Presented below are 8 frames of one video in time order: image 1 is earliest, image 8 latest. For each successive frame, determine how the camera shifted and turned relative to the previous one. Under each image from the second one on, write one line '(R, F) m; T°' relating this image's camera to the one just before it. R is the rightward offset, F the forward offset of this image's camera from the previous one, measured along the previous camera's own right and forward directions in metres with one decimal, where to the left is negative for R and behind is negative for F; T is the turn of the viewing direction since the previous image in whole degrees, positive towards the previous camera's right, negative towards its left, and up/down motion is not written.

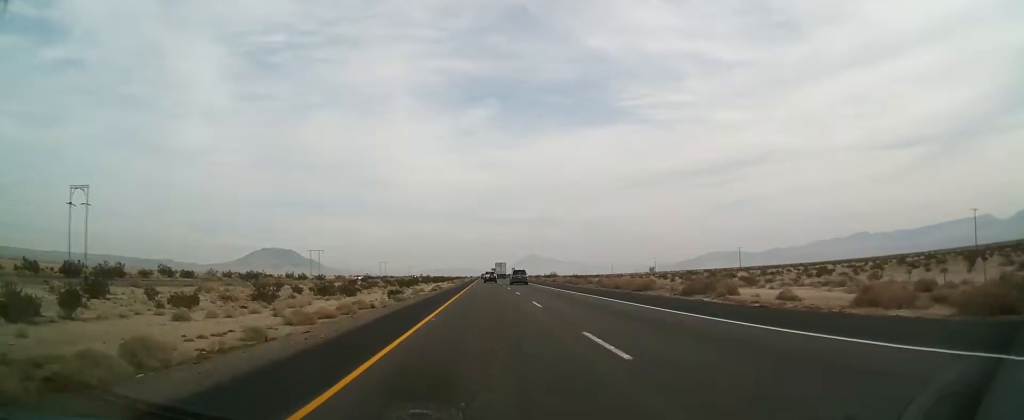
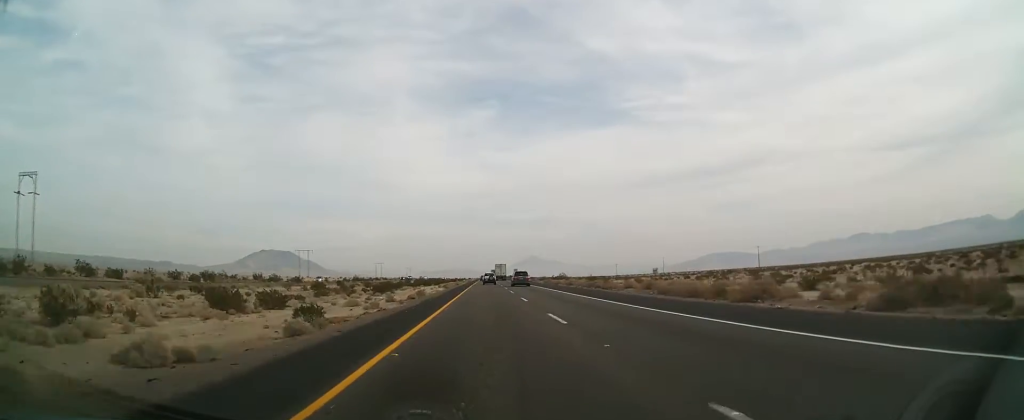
(-0.1, +22.3) m; 0°
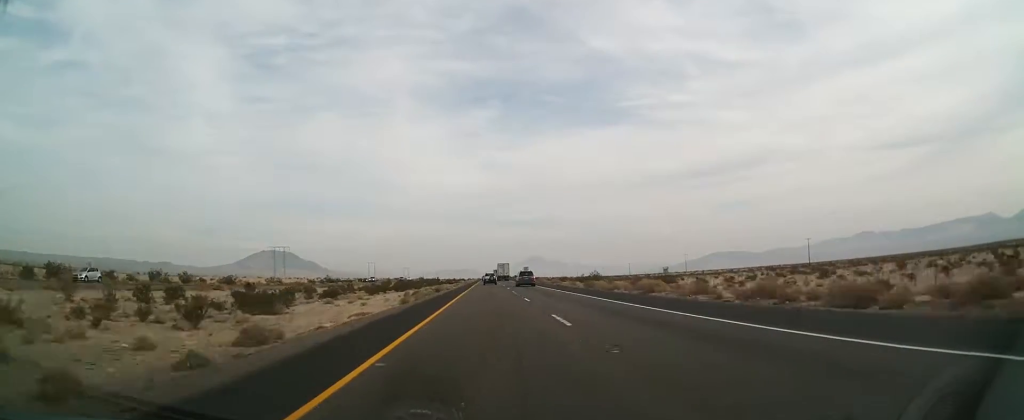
(+0.8, +45.1) m; 0°
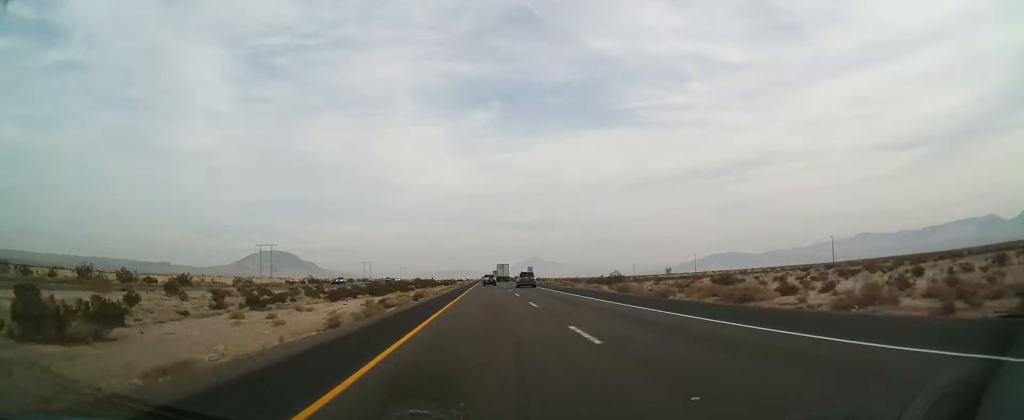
(-0.2, +18.5) m; 0°
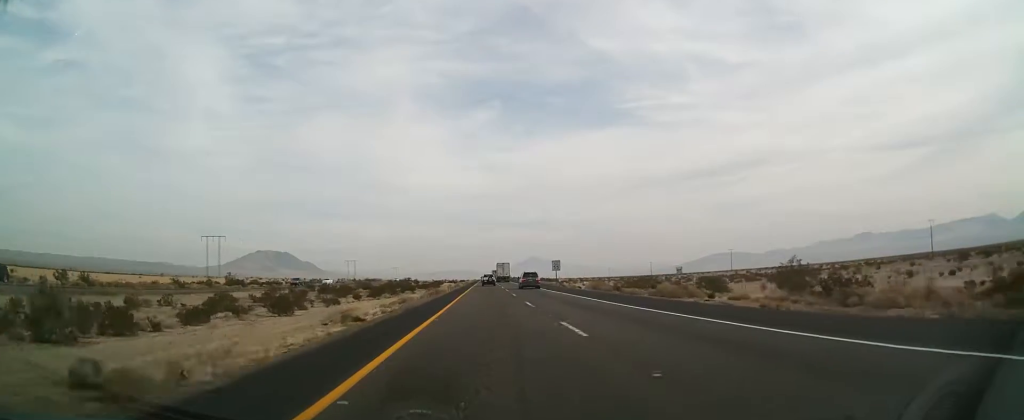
(0.0, +56.5) m; +1°
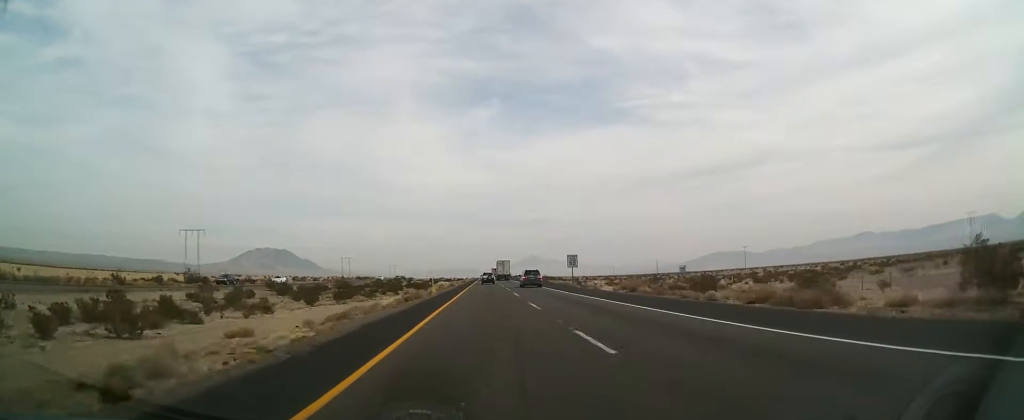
(-0.2, +17.5) m; 0°
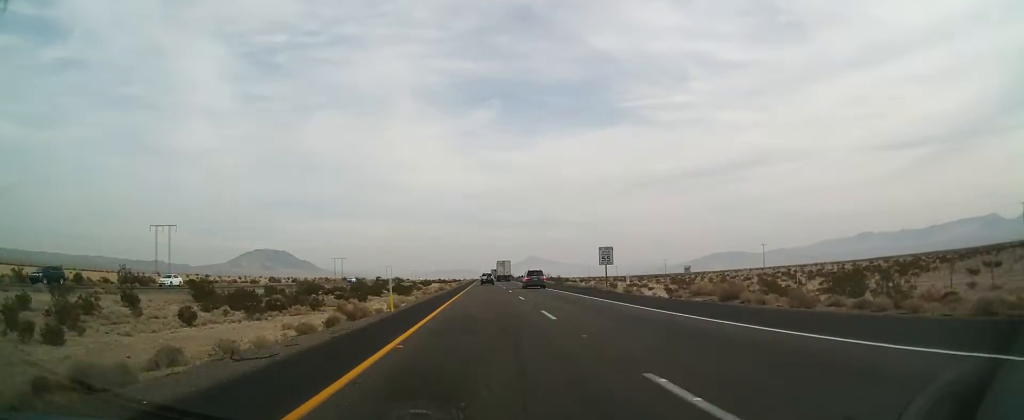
(-0.1, +20.8) m; 0°
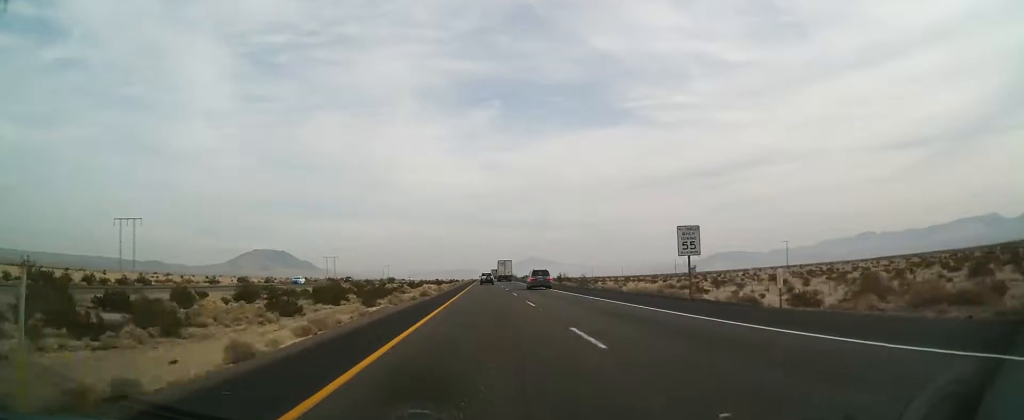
(0.0, +21.9) m; 0°
